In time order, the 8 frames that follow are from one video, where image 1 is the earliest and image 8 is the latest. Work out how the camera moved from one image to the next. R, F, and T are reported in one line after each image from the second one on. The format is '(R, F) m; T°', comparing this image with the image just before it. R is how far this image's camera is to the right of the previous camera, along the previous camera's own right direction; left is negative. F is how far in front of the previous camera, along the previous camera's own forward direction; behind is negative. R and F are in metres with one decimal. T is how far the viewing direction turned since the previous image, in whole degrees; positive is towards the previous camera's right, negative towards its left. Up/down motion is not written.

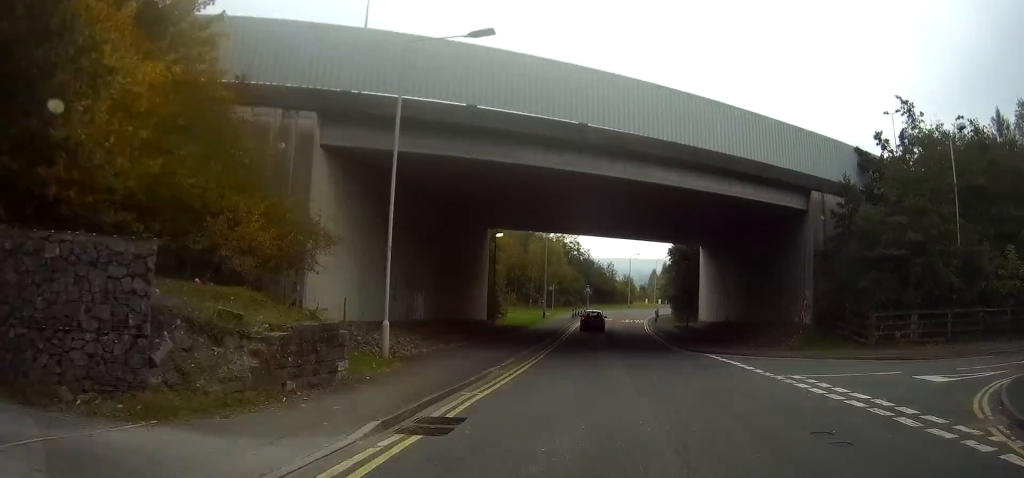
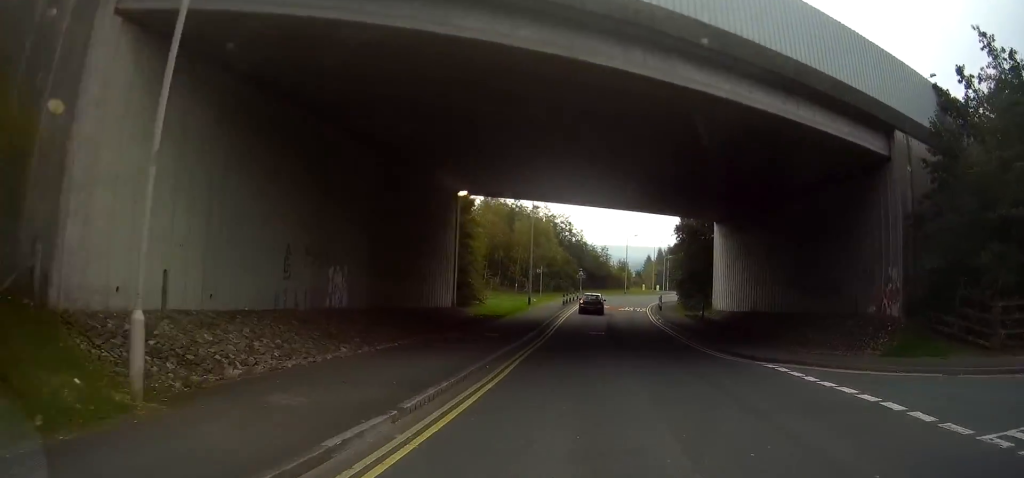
(+0.2, +9.2) m; 0°
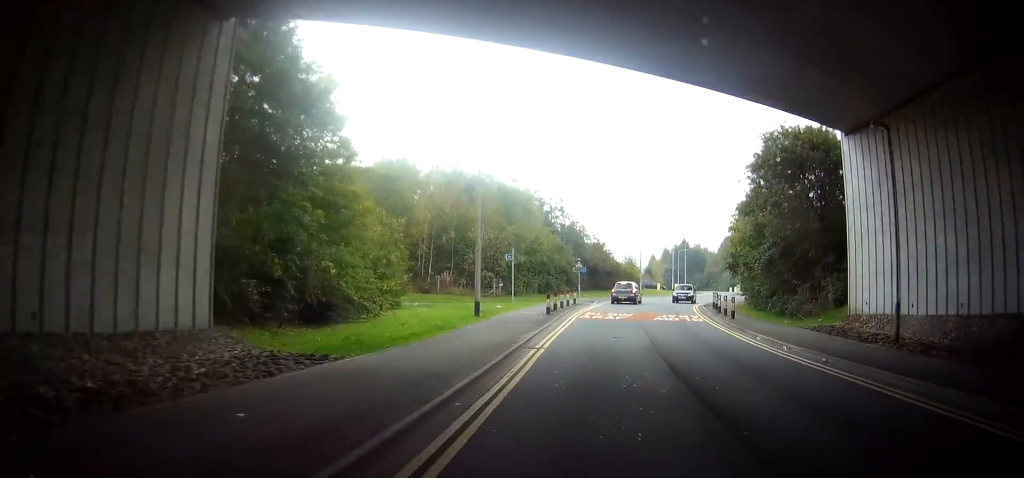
(0.0, +25.8) m; 0°
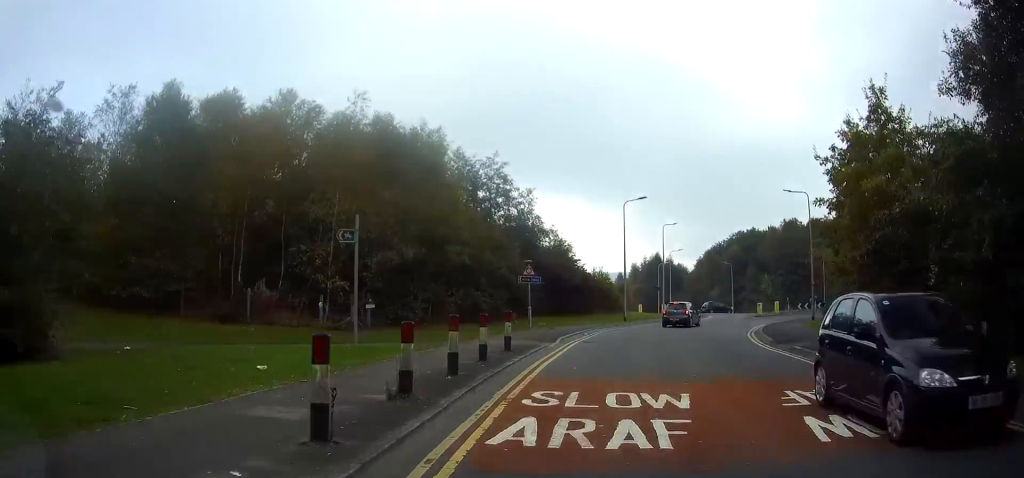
(+0.5, +22.6) m; +6°
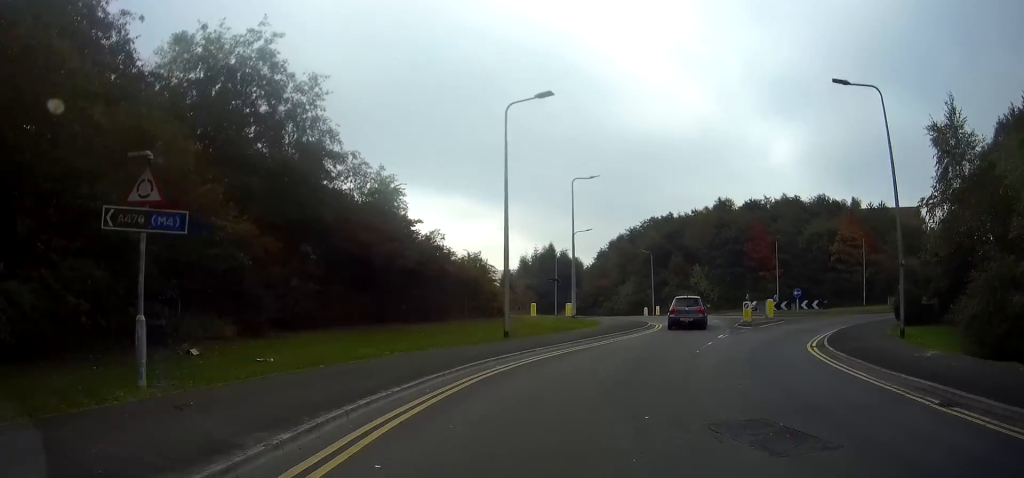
(+2.2, +24.4) m; +8°
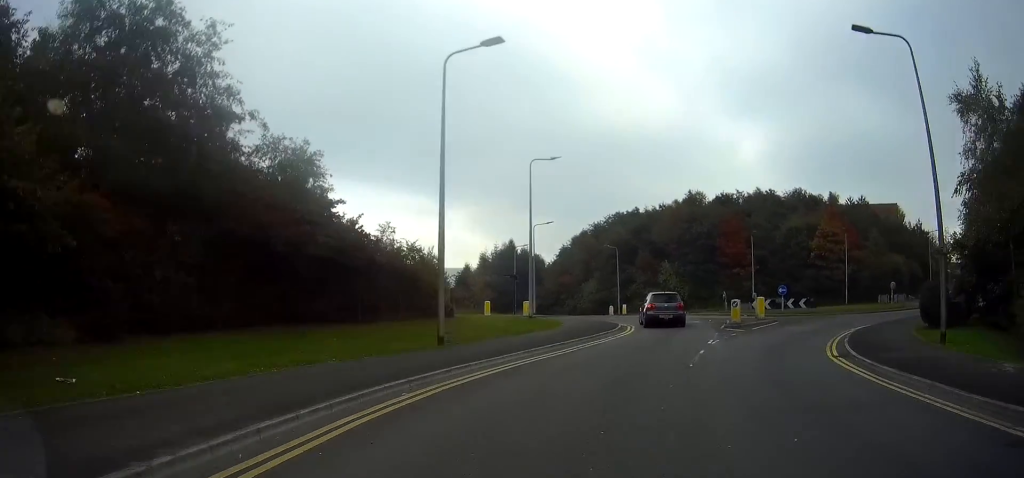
(+0.1, +4.9) m; +2°
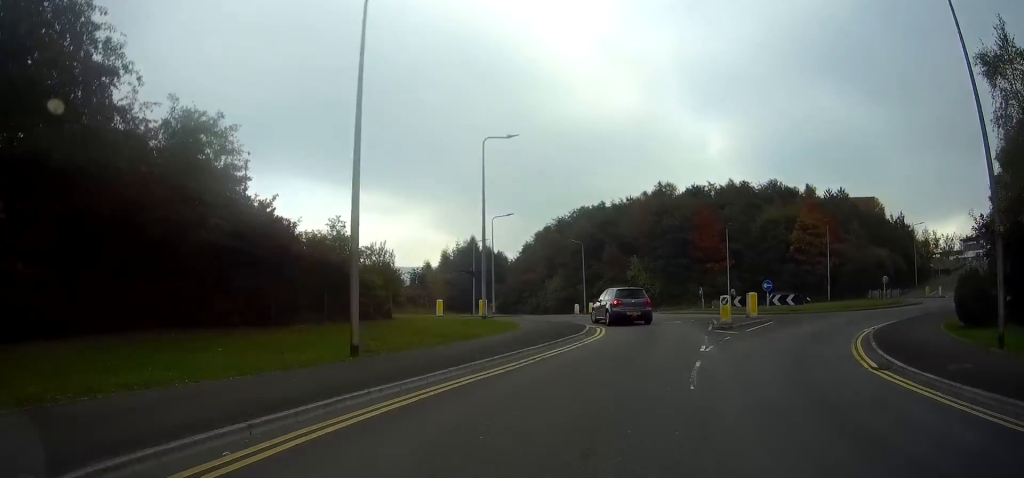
(-0.1, +4.6) m; +2°
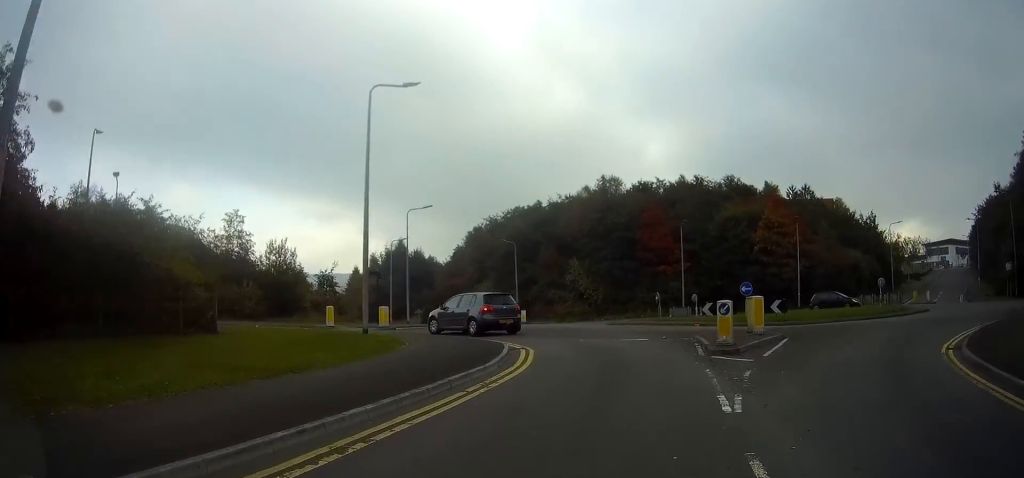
(+0.5, +8.8) m; 0°
